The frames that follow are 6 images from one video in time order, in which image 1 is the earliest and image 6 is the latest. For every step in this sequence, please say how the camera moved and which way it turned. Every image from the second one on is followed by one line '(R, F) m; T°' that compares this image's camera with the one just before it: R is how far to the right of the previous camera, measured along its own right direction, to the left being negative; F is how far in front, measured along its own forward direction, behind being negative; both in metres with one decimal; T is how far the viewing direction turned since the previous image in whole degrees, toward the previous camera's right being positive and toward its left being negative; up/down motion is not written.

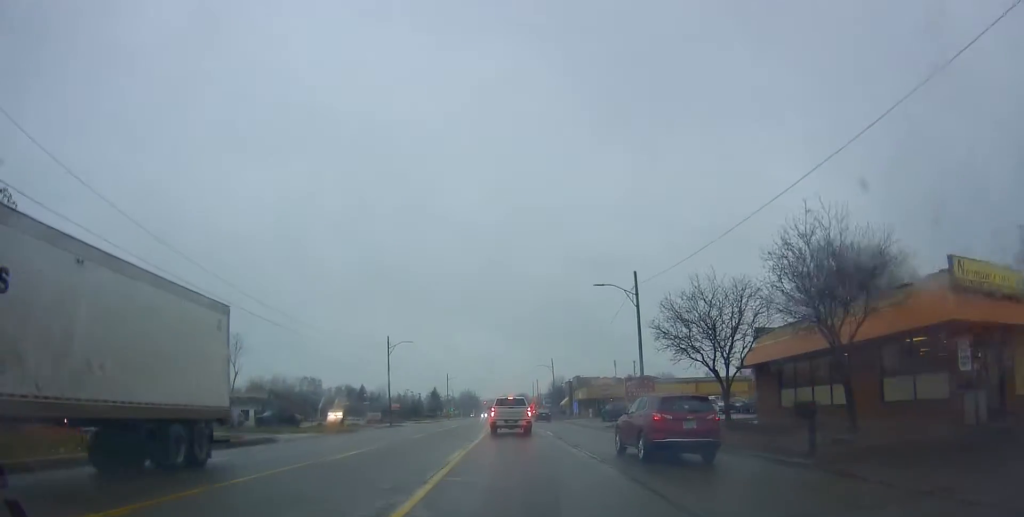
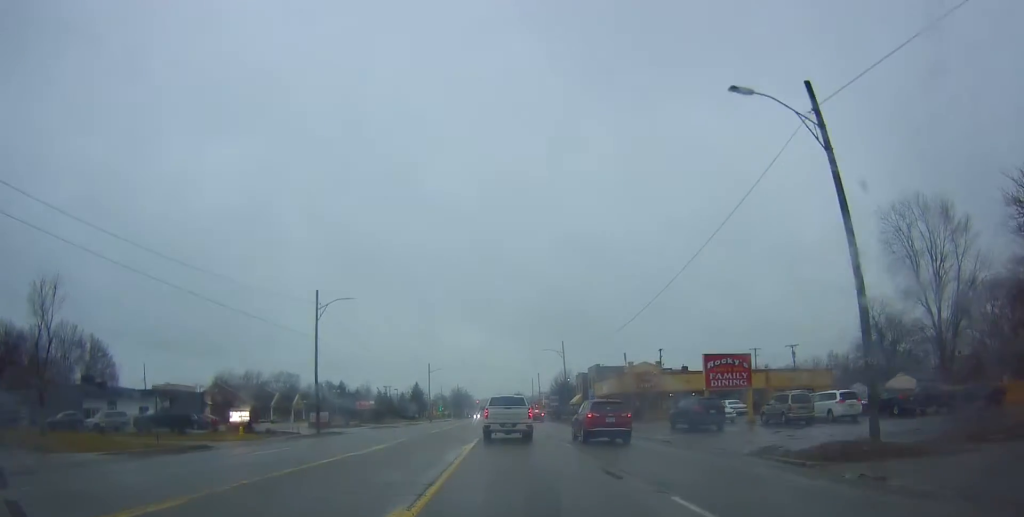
(-1.6, +25.8) m; -4°
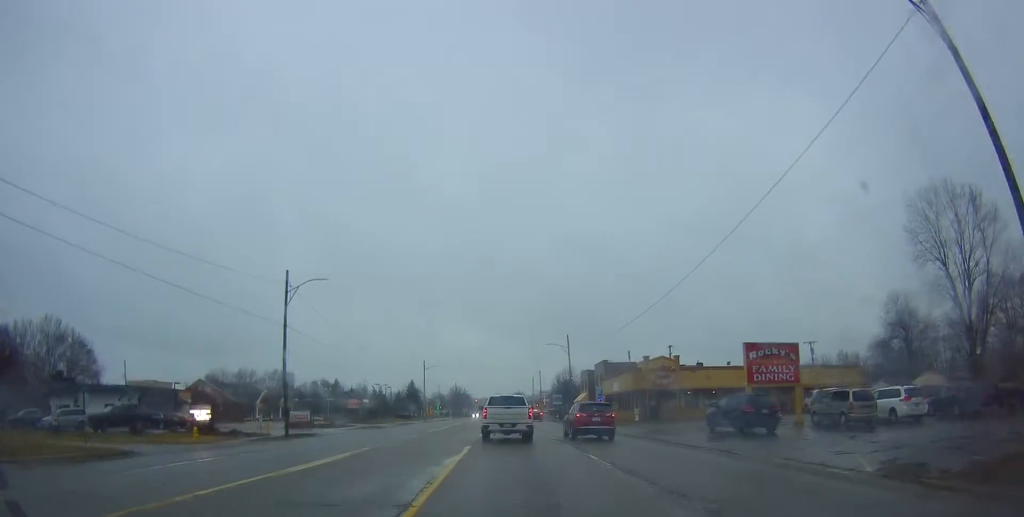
(+0.4, +6.0) m; +2°
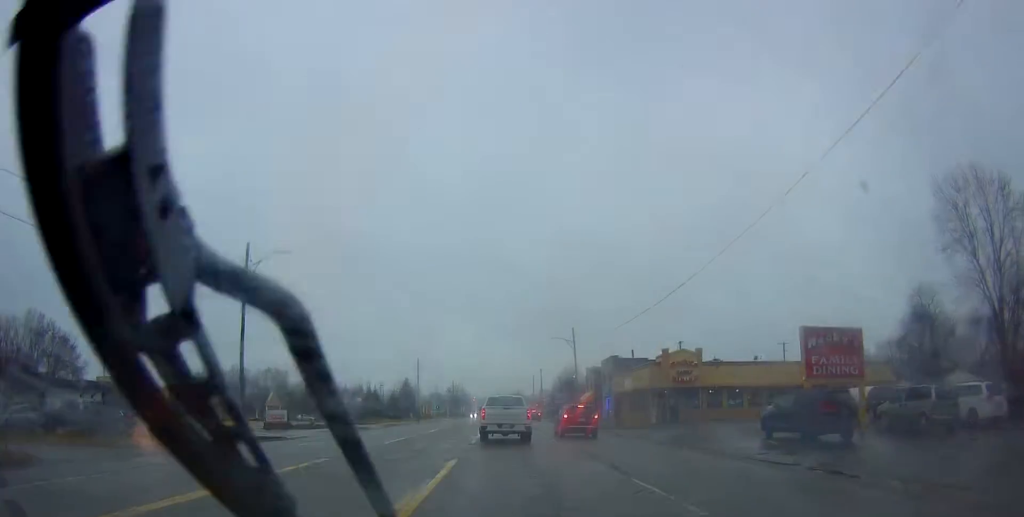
(+0.2, +6.8) m; +2°
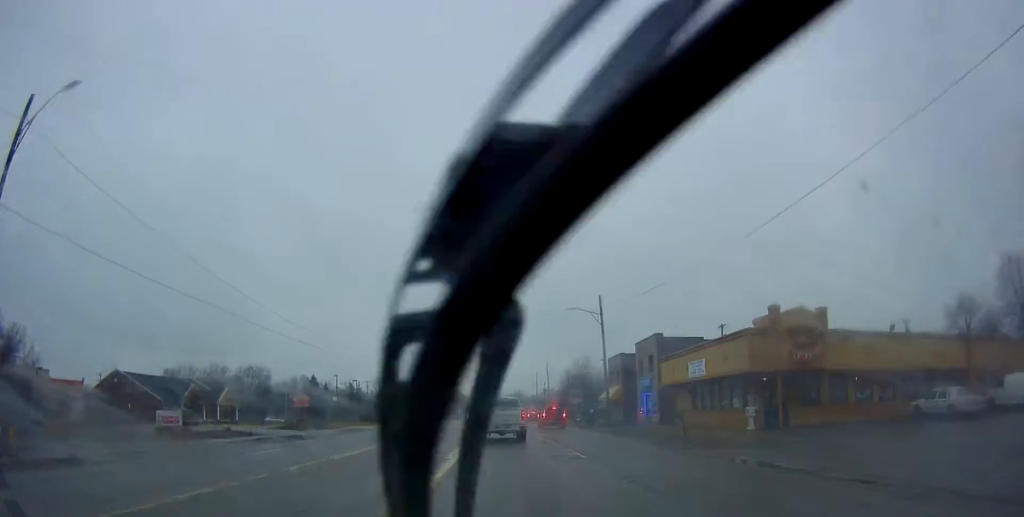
(0.0, +19.3) m; 0°
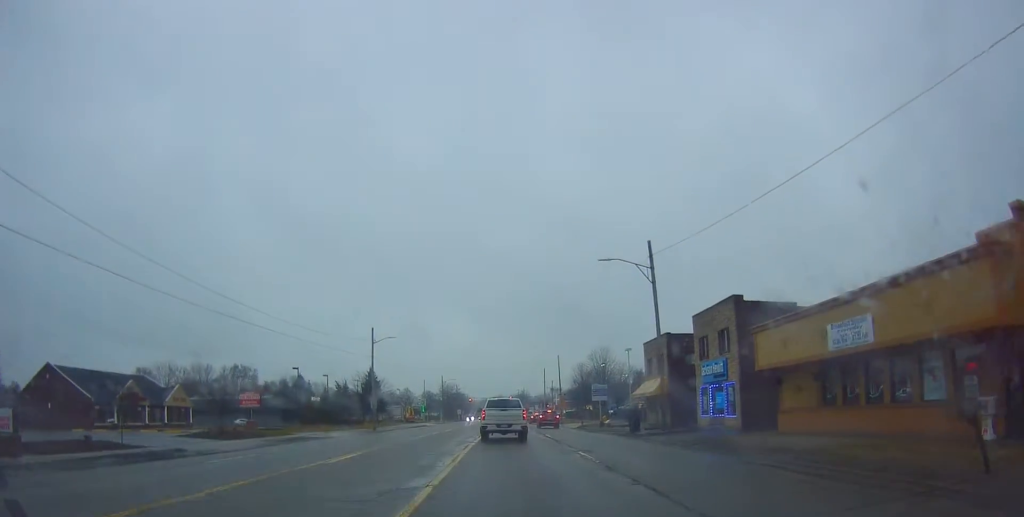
(0.0, +16.1) m; 0°
